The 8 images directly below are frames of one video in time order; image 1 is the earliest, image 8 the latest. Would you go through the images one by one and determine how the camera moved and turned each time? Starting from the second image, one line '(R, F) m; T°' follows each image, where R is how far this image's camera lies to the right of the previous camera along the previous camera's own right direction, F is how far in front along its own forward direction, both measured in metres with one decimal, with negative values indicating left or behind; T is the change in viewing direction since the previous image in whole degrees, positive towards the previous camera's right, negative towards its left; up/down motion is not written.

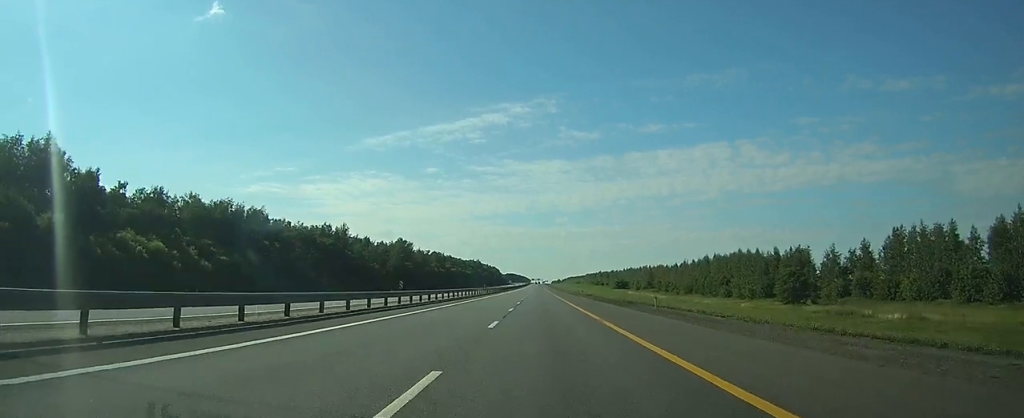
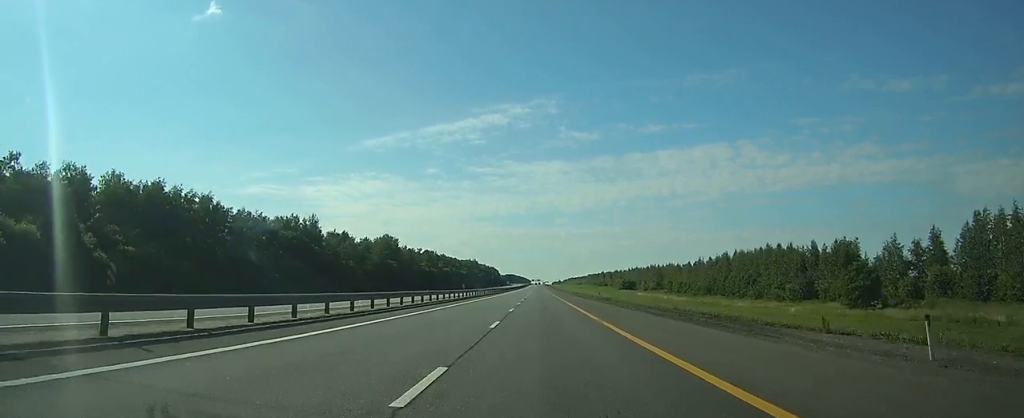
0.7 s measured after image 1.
(0.0, +23.3) m; 0°
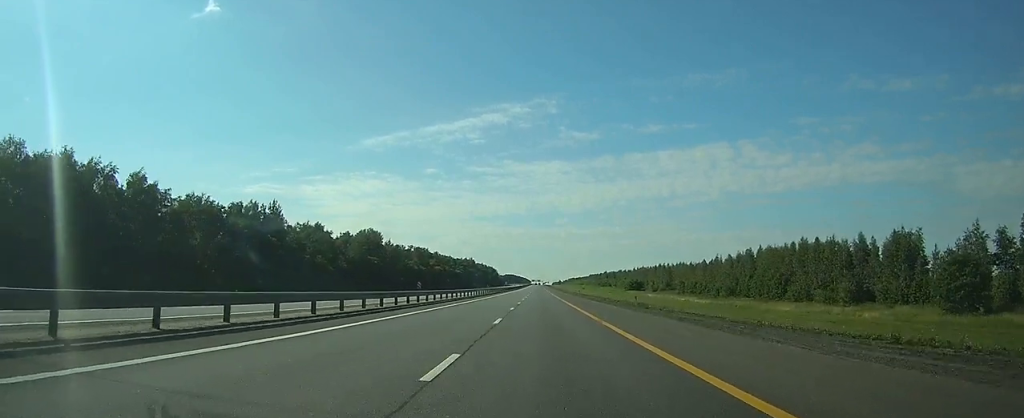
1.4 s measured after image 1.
(0.0, +22.1) m; 0°
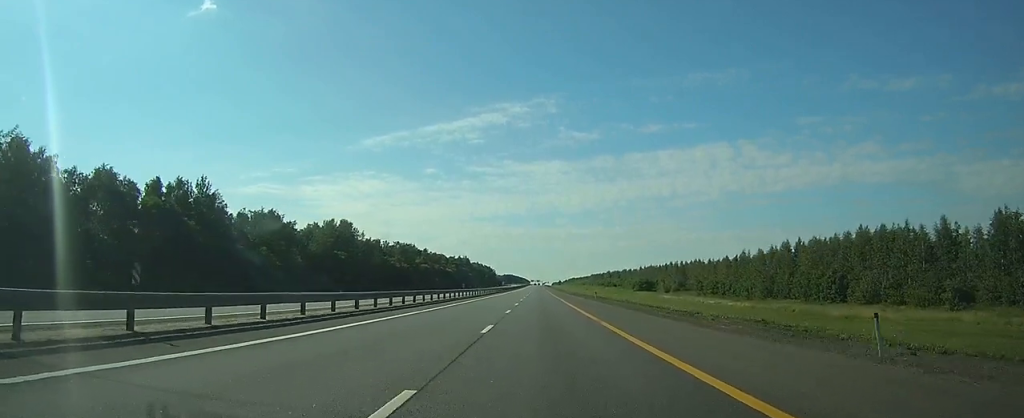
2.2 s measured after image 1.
(0.0, +27.7) m; 0°
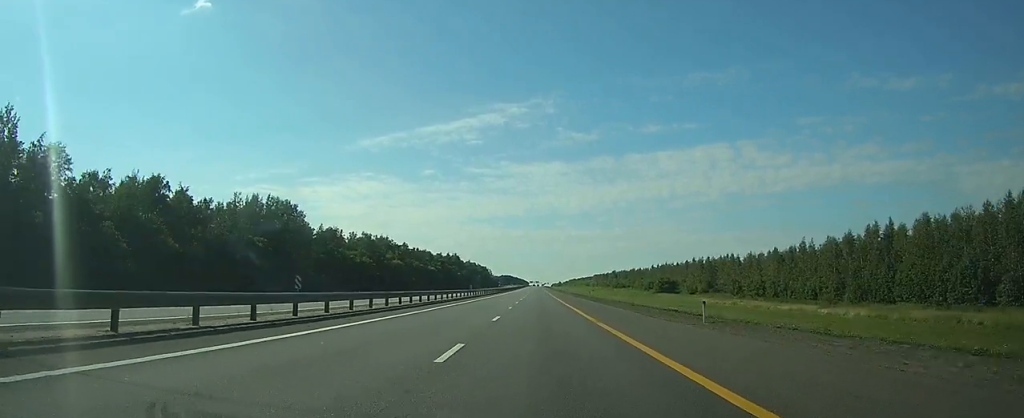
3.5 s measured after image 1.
(0.0, +42.2) m; 0°
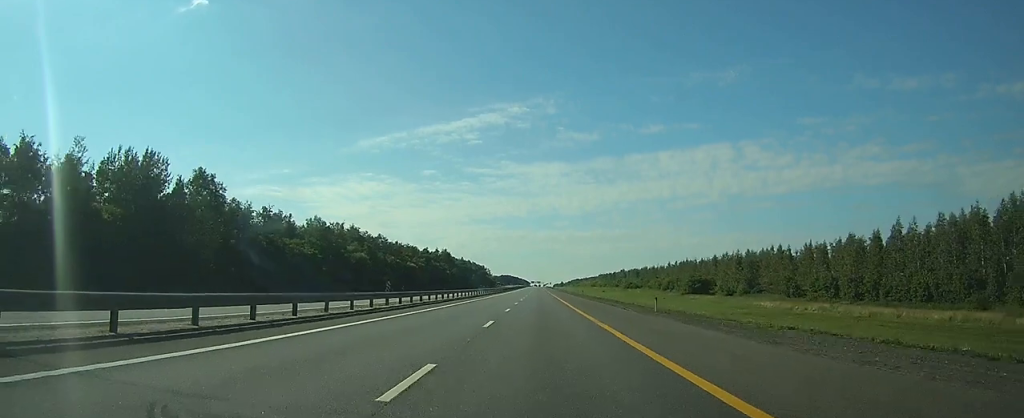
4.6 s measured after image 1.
(0.0, +38.9) m; 0°
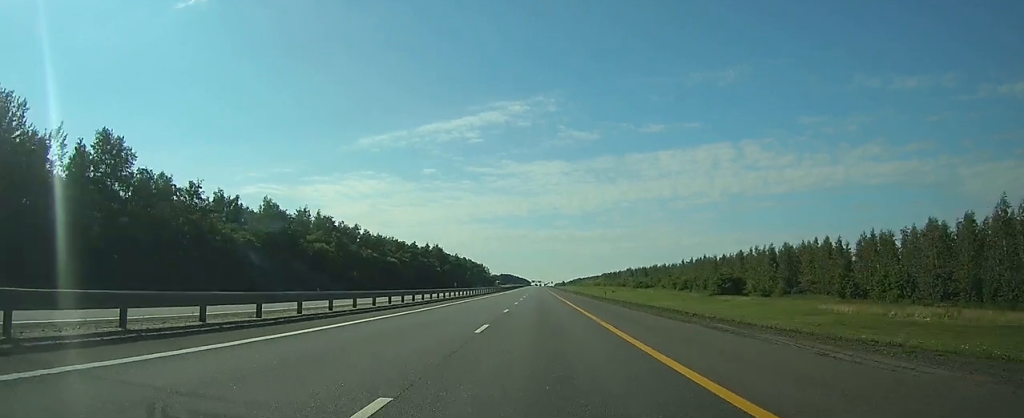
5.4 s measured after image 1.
(0.0, +26.7) m; 0°
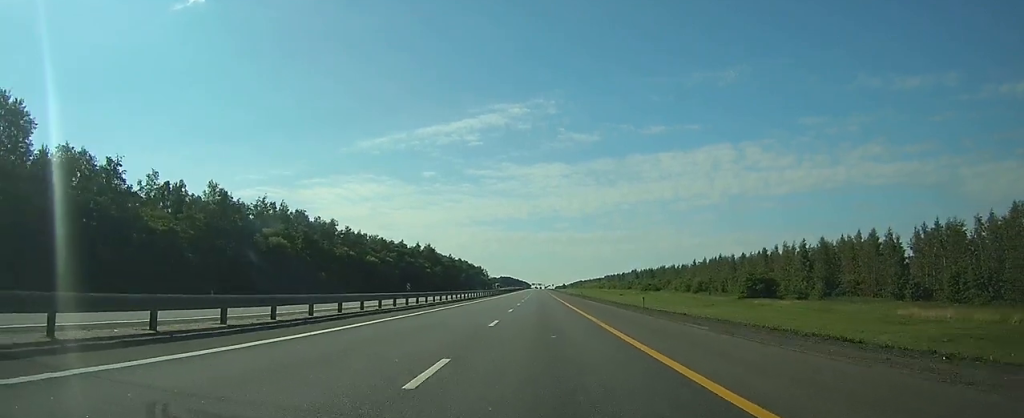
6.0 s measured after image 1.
(0.0, +20.0) m; 0°
